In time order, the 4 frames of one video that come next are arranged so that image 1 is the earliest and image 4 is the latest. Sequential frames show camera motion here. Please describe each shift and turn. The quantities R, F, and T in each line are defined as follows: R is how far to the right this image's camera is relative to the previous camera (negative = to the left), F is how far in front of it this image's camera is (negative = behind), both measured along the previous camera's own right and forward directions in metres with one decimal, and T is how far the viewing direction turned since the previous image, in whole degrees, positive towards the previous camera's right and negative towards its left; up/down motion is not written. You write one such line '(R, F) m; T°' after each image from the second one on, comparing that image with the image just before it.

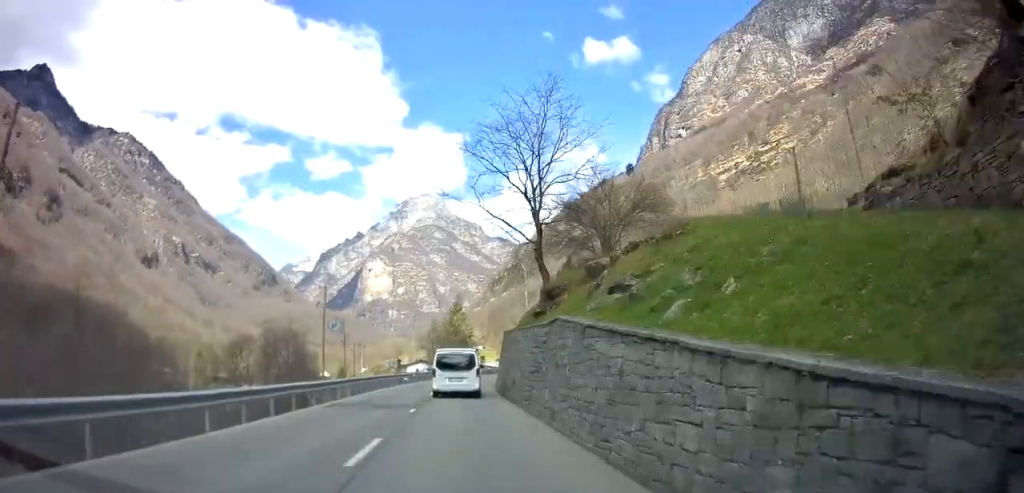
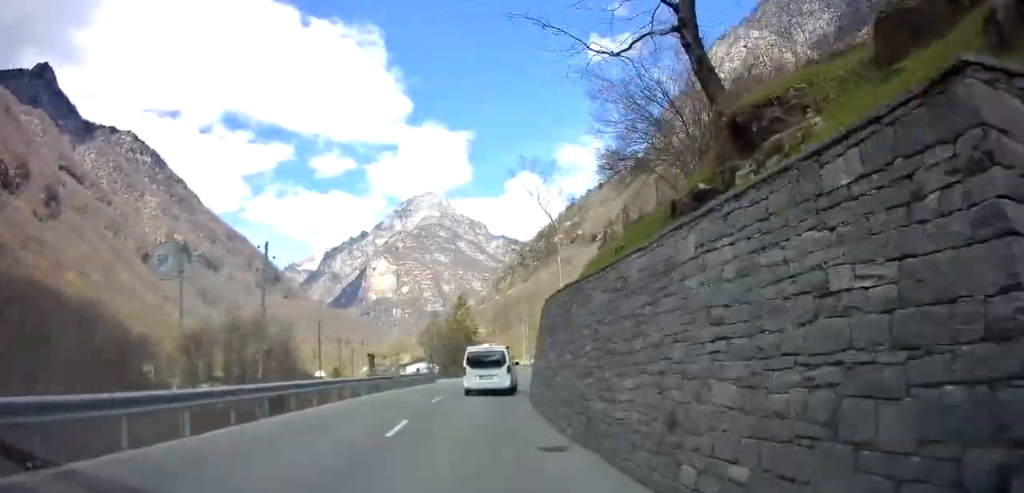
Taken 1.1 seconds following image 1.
(-0.1, +15.3) m; +1°
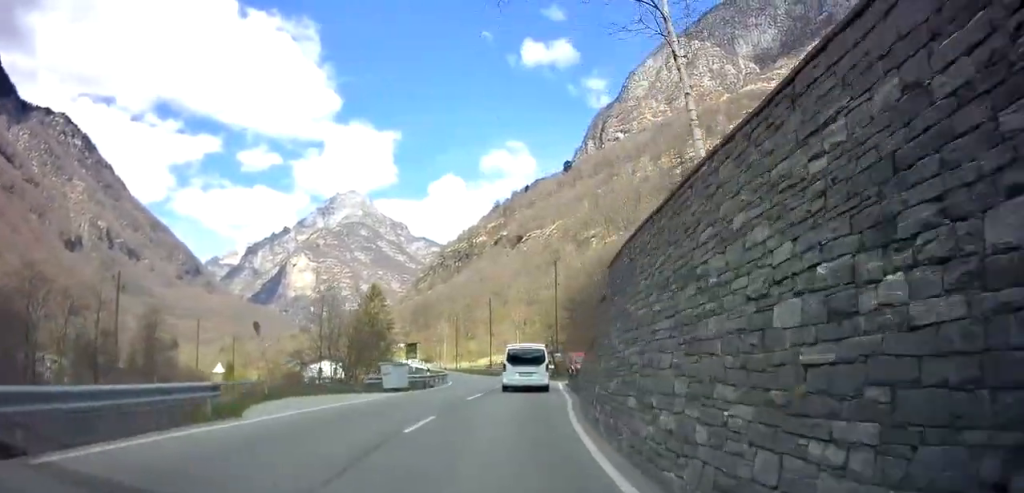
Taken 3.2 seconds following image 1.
(+2.0, +26.6) m; +11°
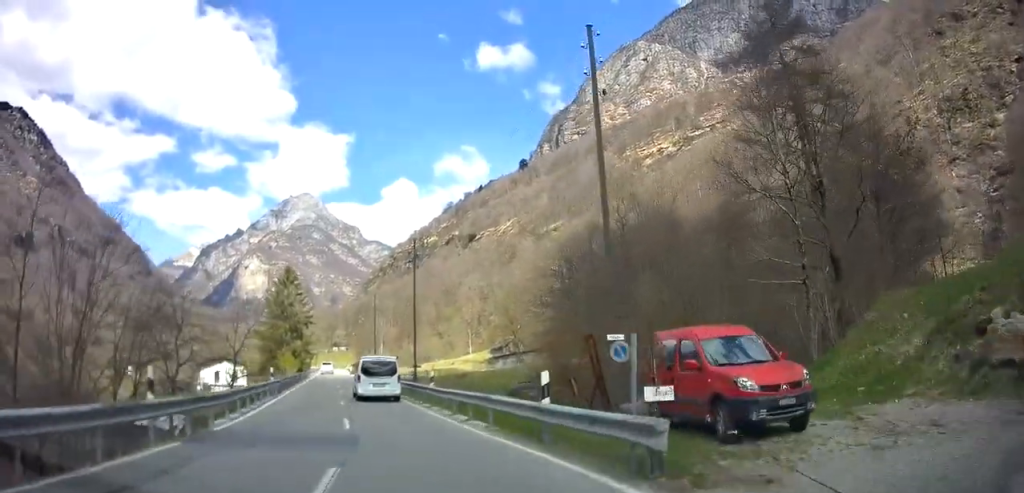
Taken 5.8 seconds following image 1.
(+2.0, +32.9) m; 0°
